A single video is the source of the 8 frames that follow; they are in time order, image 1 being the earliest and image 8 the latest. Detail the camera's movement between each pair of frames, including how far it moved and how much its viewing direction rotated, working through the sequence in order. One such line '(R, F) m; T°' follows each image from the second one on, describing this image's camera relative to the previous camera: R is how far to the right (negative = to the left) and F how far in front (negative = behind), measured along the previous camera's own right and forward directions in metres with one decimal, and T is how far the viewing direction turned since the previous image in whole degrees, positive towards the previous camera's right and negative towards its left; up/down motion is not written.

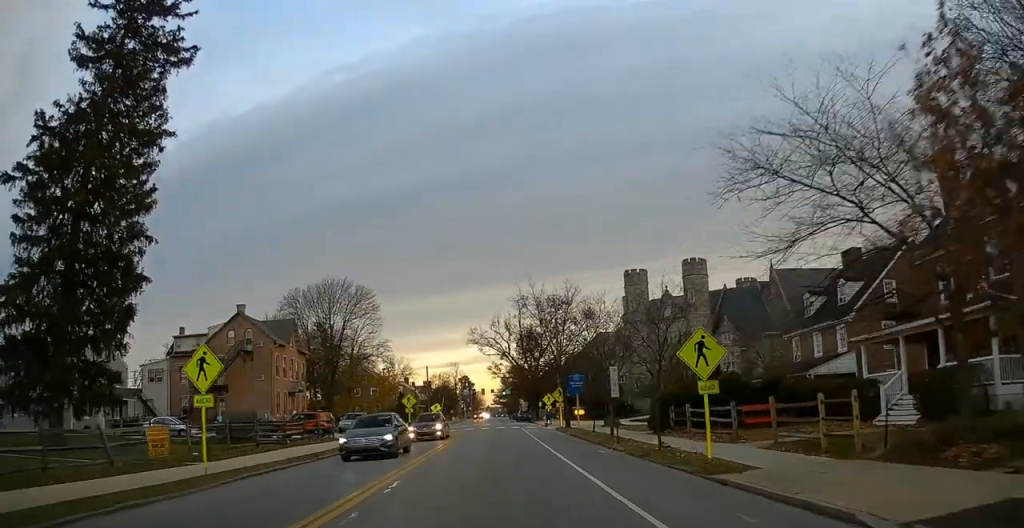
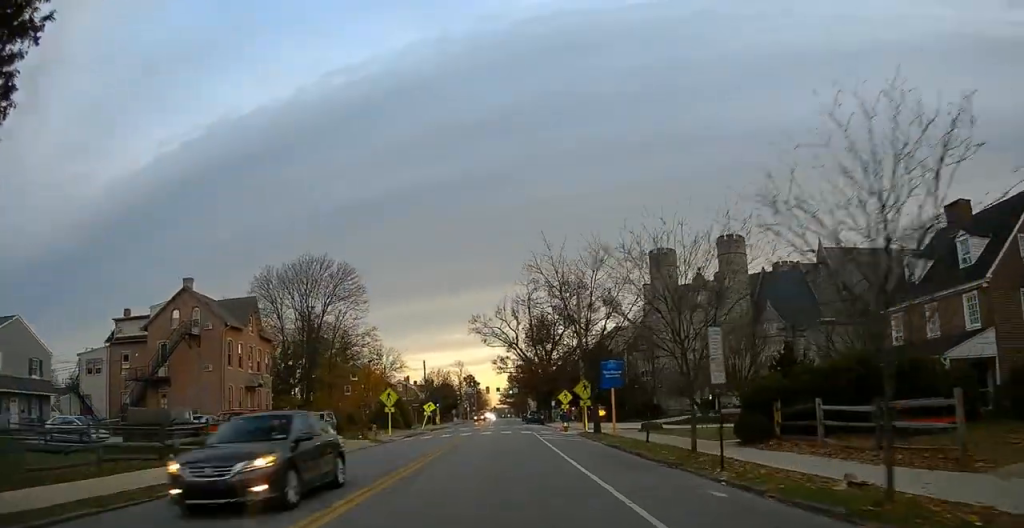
(0.0, +11.2) m; +1°
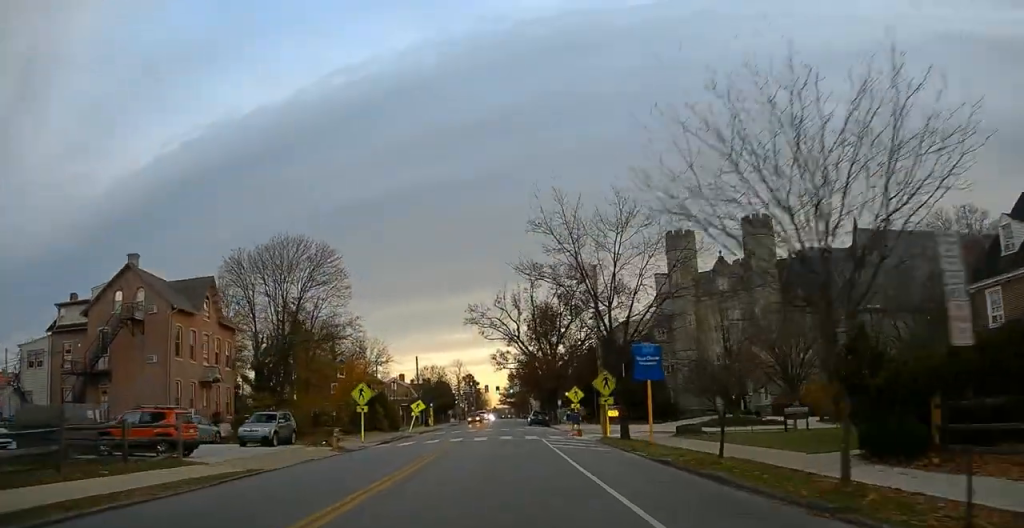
(+0.1, +7.9) m; +1°
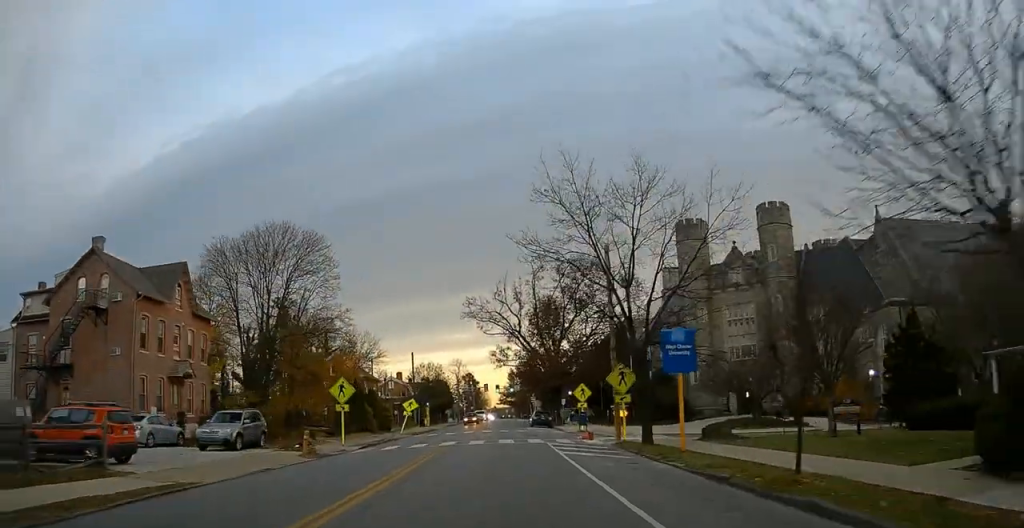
(0.0, +4.4) m; -1°
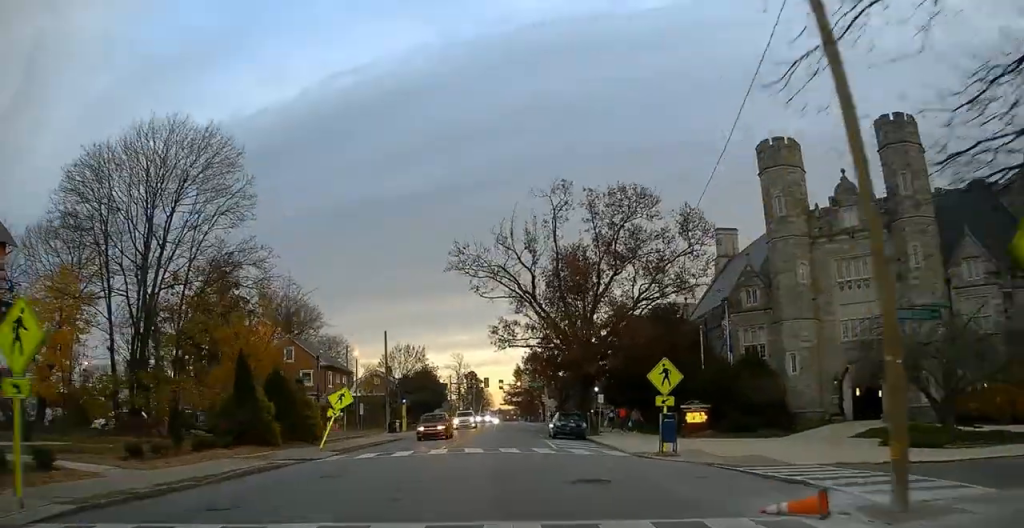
(-0.6, +22.5) m; -2°
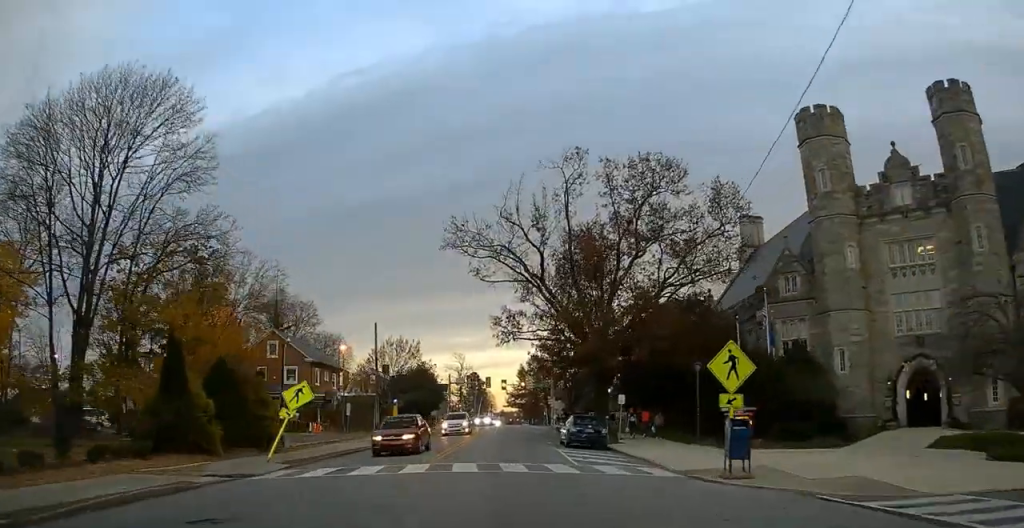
(+0.2, +6.4) m; +1°
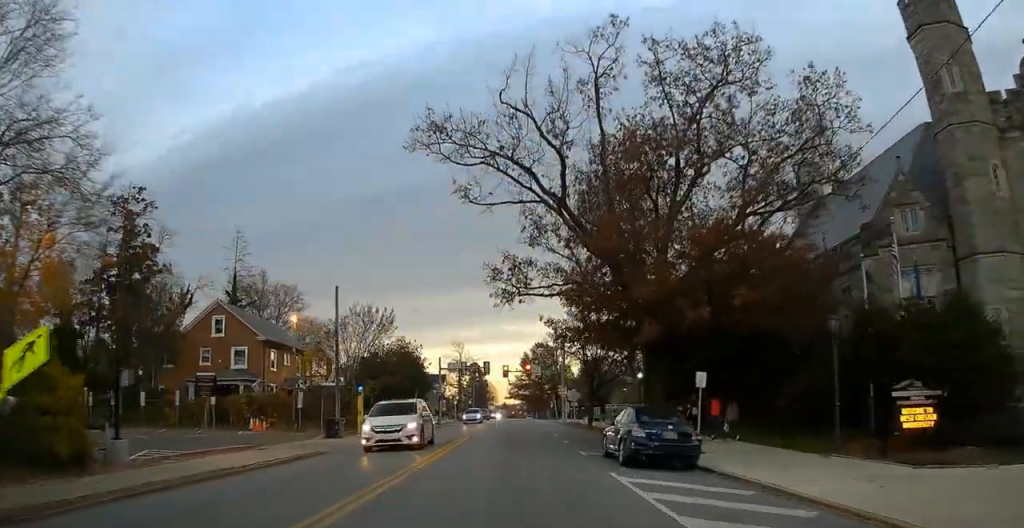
(-0.1, +13.8) m; -1°
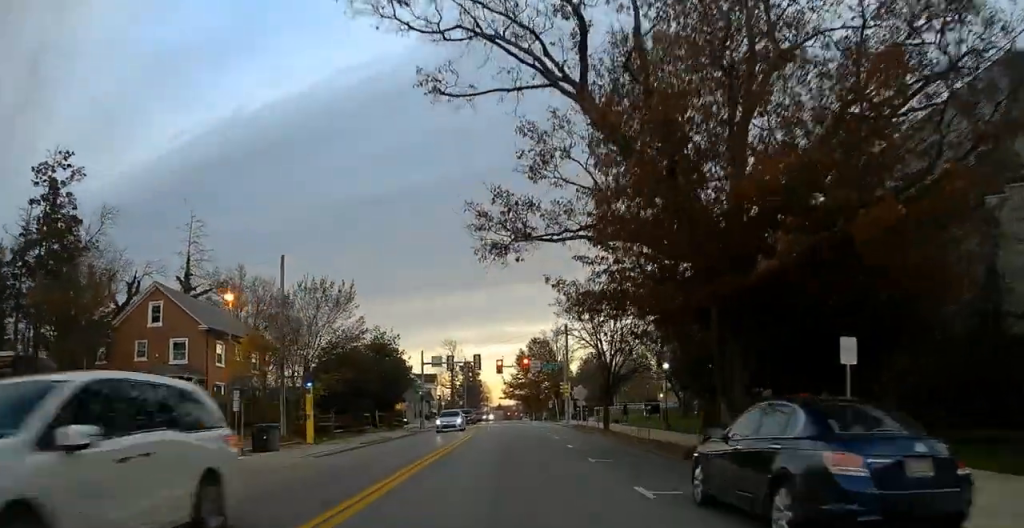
(0.0, +10.0) m; -1°
